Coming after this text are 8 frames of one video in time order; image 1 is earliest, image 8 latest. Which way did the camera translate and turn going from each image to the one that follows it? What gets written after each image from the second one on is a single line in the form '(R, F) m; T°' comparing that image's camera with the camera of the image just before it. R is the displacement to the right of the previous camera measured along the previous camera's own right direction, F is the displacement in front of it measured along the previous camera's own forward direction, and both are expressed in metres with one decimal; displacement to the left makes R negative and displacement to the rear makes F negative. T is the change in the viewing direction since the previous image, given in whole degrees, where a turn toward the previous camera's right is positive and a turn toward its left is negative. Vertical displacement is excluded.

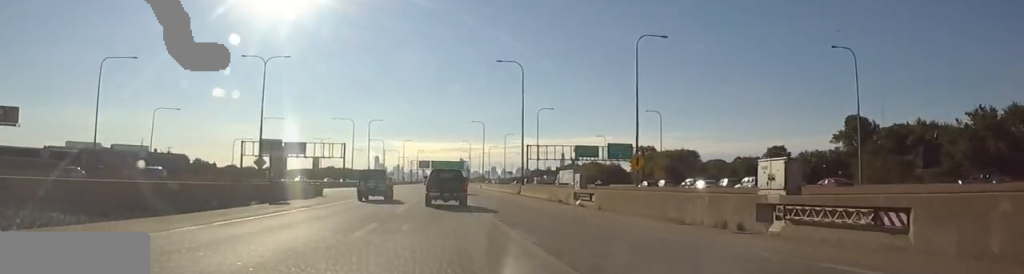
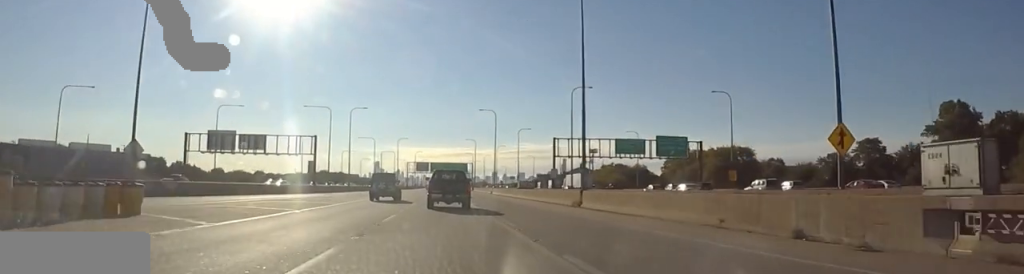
(-0.6, +30.7) m; 0°
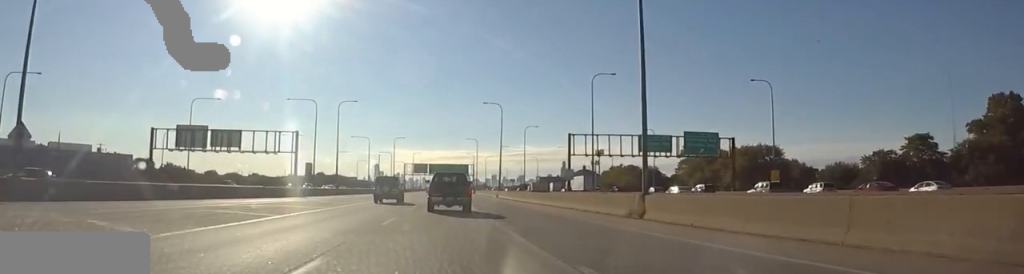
(+0.3, +12.5) m; +1°
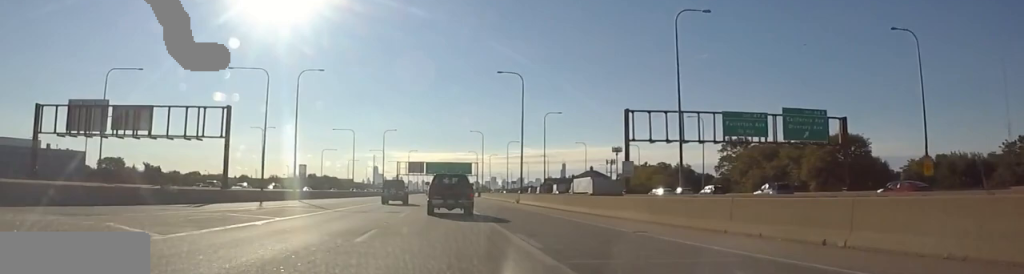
(-0.4, +28.6) m; +1°
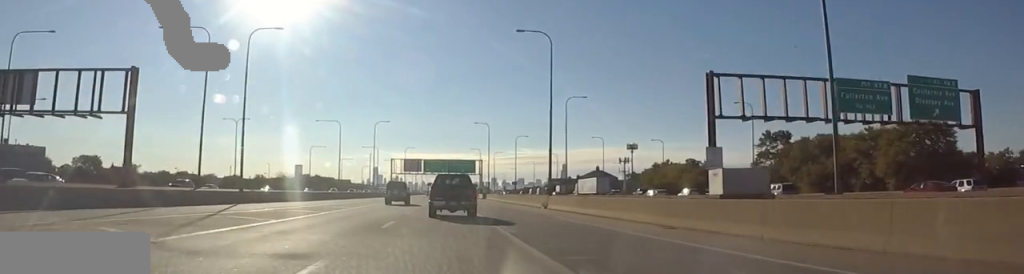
(+0.6, +20.2) m; +1°
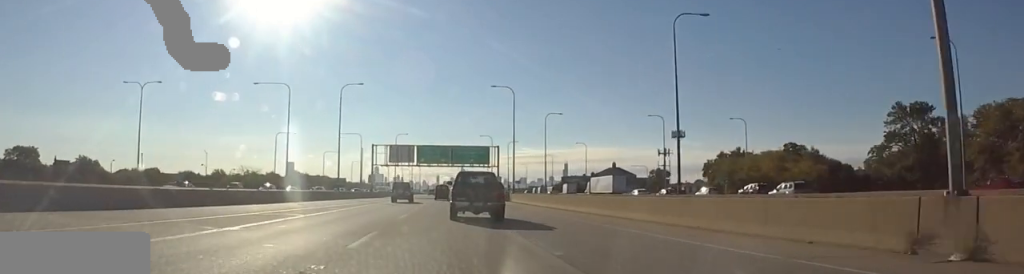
(-0.6, +44.5) m; -2°
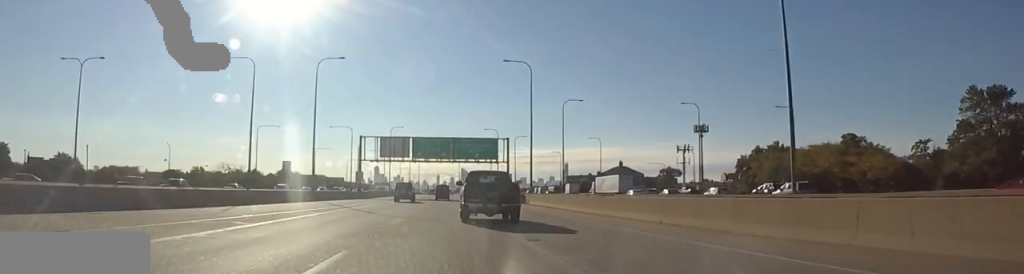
(-0.2, +16.5) m; -1°
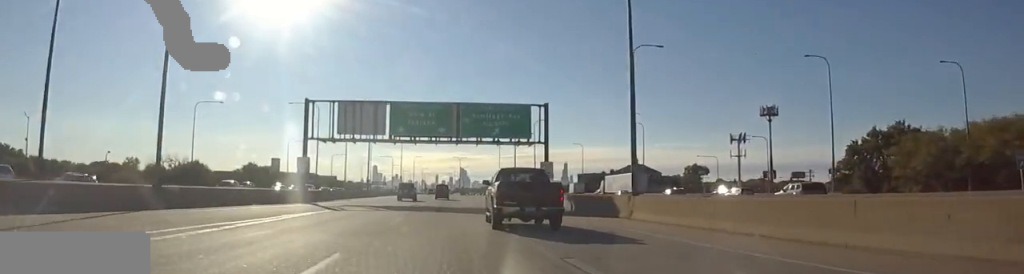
(+0.3, +37.2) m; +2°
